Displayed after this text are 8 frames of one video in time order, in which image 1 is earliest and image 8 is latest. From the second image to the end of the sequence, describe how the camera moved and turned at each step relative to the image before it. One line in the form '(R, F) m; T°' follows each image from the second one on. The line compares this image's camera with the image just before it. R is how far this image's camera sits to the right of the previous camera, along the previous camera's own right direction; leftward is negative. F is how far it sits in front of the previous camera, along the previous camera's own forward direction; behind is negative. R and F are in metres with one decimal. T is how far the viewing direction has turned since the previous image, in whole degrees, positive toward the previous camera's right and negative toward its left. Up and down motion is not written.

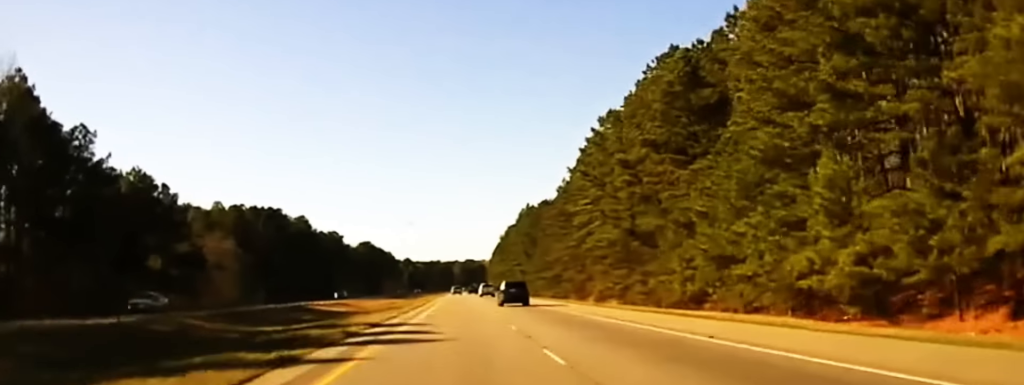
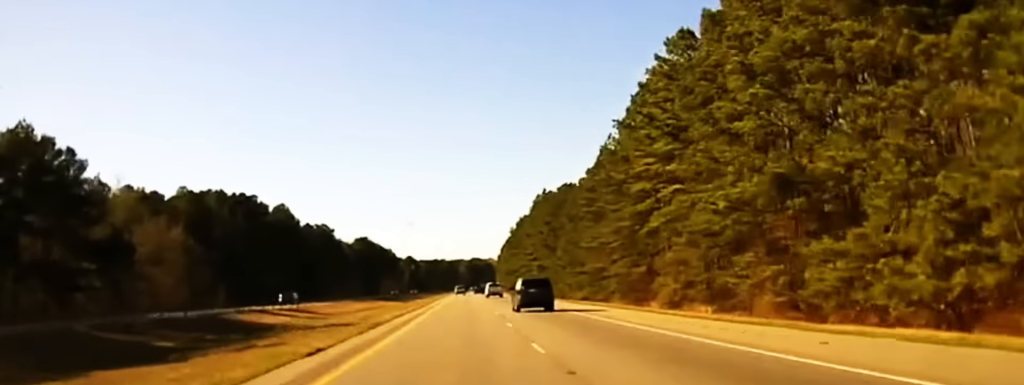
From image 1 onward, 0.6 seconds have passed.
(0.0, +34.1) m; 0°
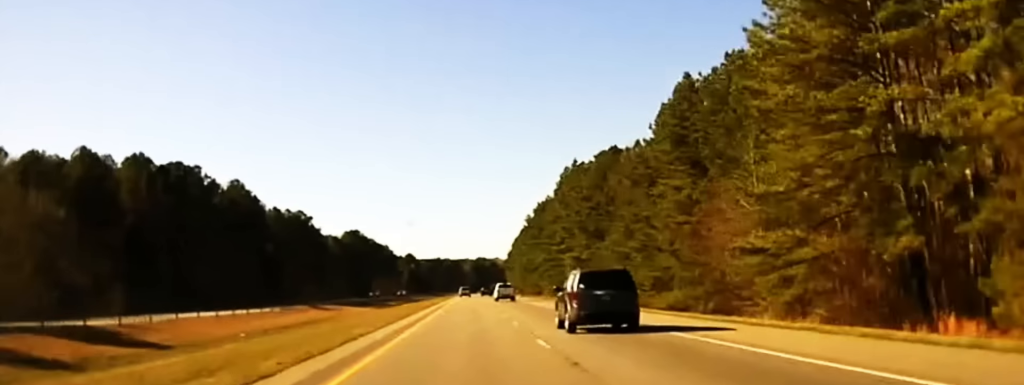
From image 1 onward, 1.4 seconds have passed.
(0.0, +47.8) m; 0°
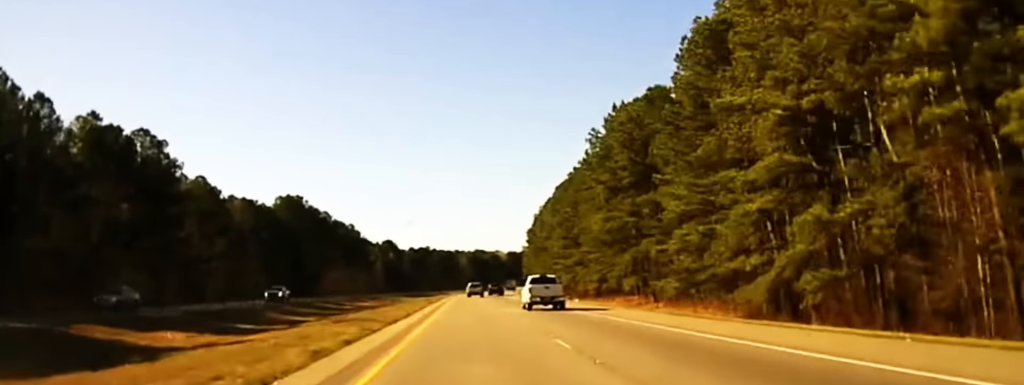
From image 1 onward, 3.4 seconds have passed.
(0.0, +112.4) m; +1°
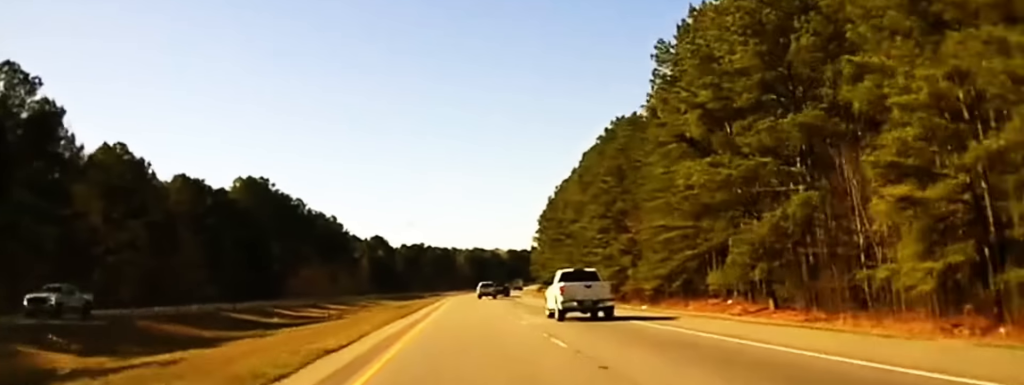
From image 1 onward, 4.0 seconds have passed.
(+0.1, +37.2) m; 0°
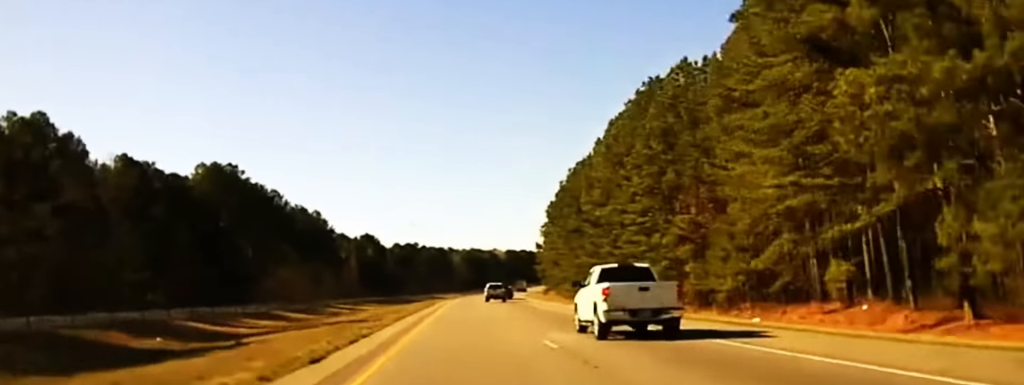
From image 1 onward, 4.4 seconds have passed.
(0.0, +23.5) m; 0°
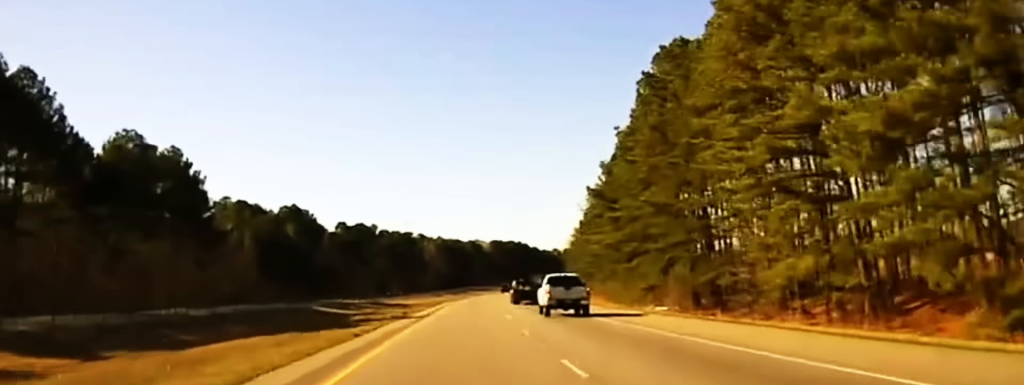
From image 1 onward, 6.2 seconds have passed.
(+1.4, +104.8) m; +3°
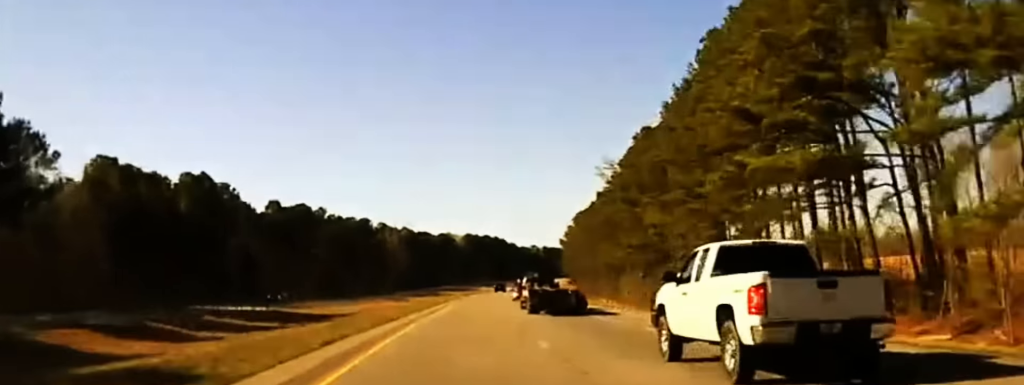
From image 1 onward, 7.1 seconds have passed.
(+1.2, +55.1) m; +2°
